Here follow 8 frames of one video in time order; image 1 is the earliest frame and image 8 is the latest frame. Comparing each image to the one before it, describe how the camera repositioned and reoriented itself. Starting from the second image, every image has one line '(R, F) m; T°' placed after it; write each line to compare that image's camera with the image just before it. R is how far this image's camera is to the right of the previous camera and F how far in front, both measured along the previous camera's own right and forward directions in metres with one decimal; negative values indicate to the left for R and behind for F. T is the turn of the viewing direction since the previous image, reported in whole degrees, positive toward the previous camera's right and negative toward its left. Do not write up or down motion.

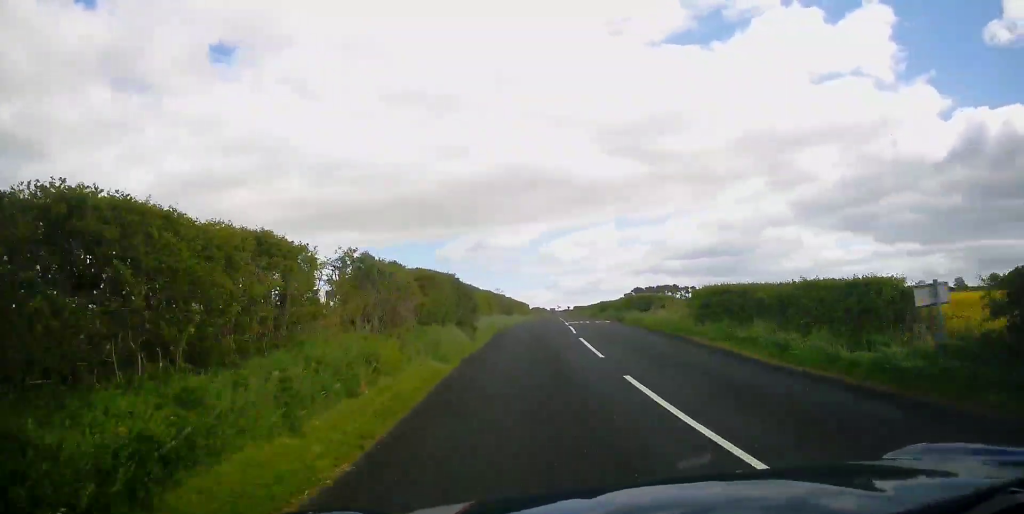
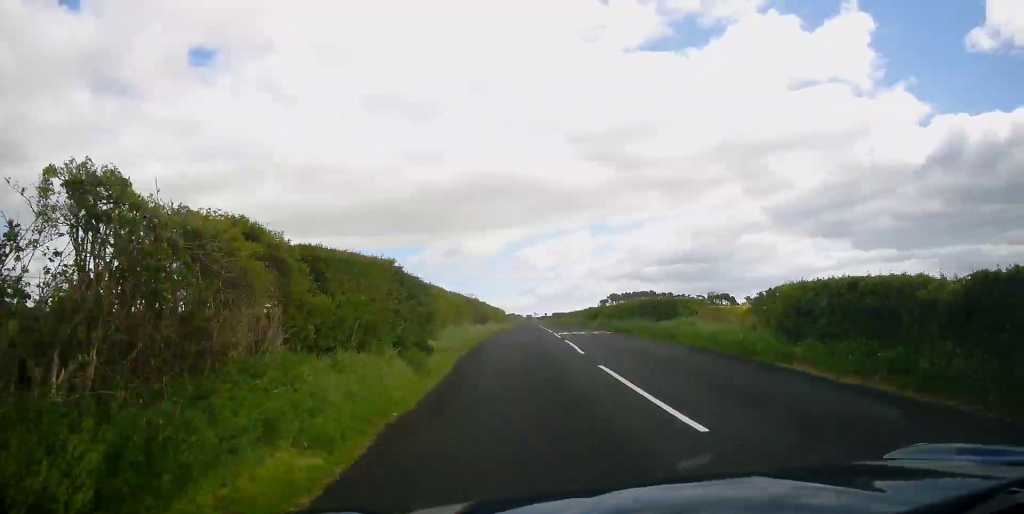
(+0.1, +6.8) m; +3°
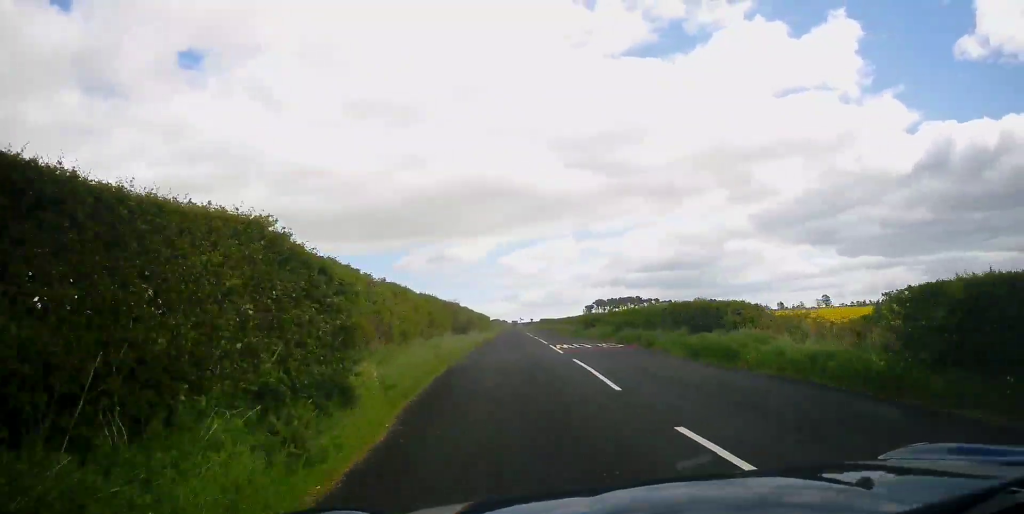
(+0.3, +5.6) m; +2°
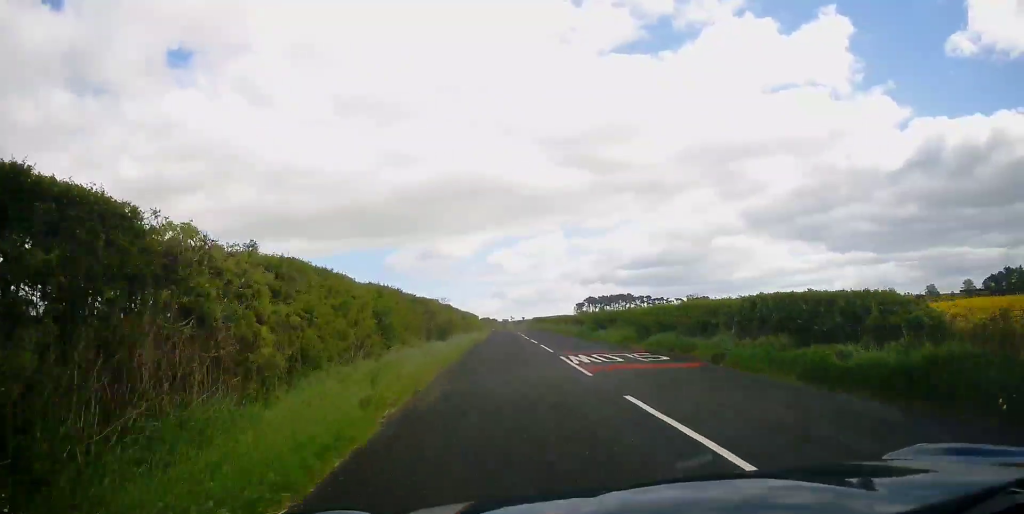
(+0.1, +6.6) m; +1°
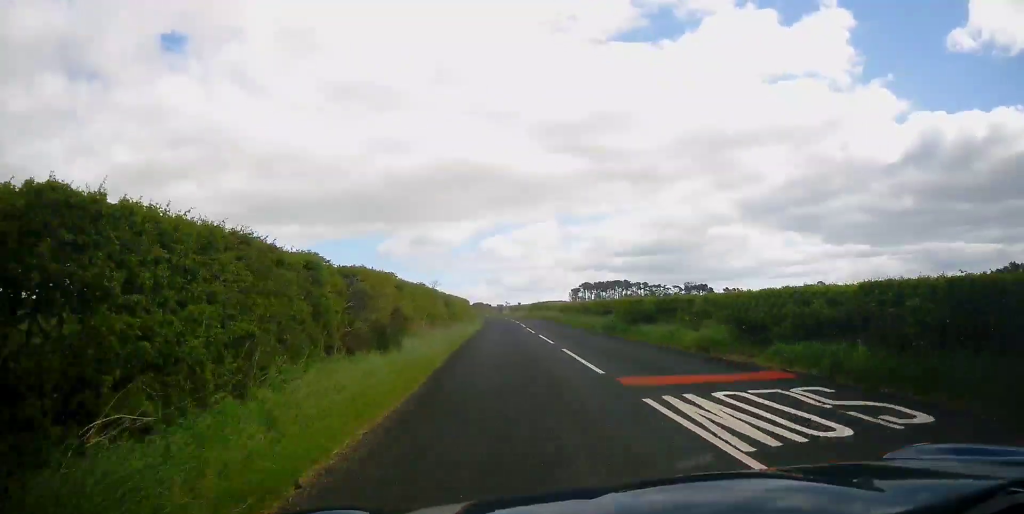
(0.0, +10.0) m; -1°
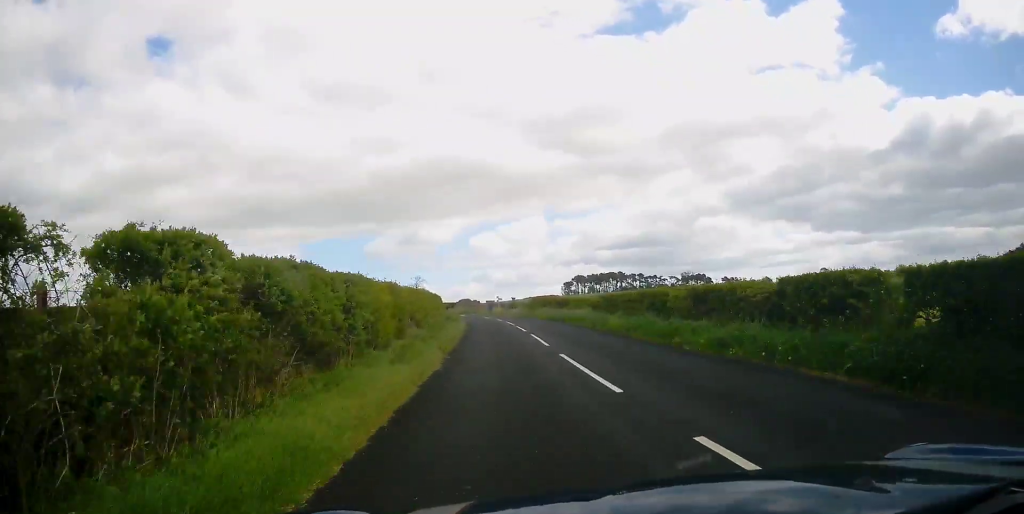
(+0.8, +20.0) m; +4°
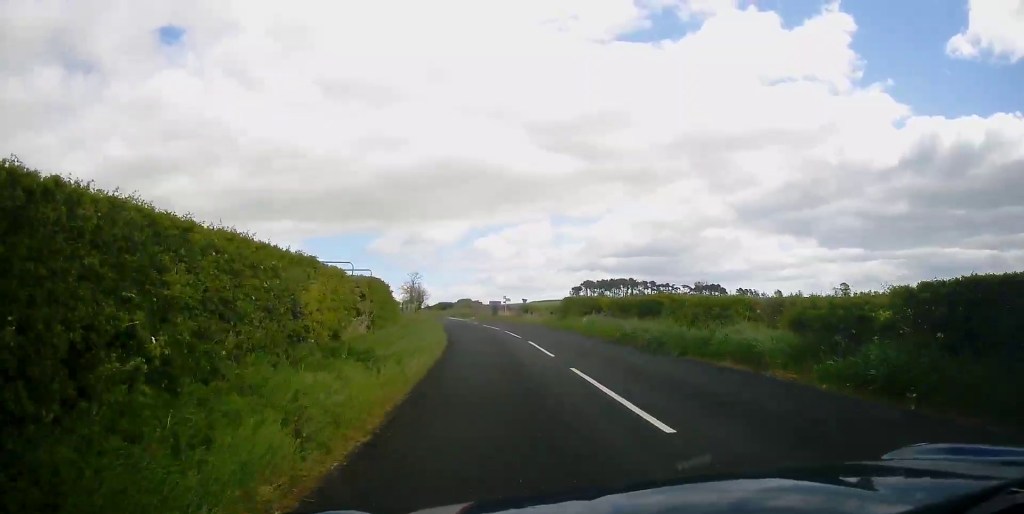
(-0.5, +20.6) m; -2°
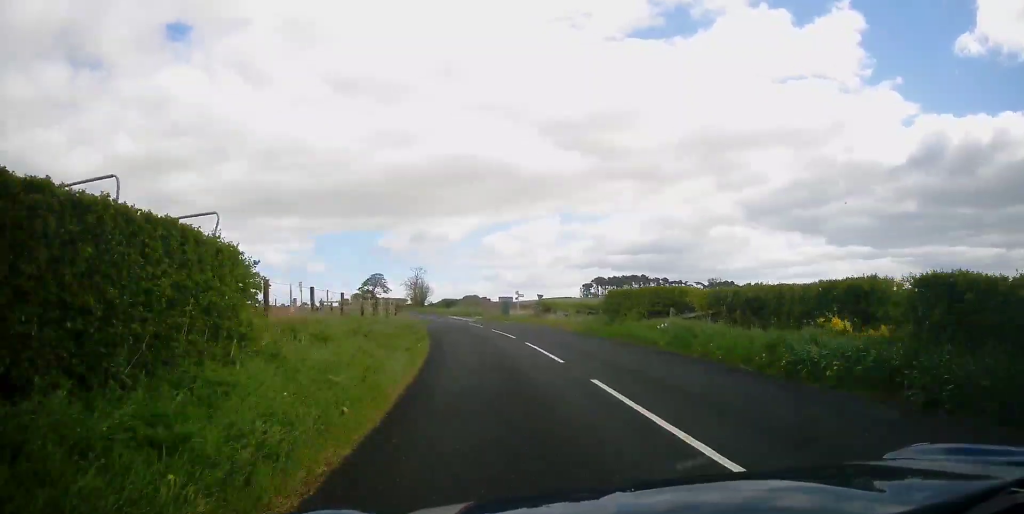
(0.0, +11.3) m; 0°
